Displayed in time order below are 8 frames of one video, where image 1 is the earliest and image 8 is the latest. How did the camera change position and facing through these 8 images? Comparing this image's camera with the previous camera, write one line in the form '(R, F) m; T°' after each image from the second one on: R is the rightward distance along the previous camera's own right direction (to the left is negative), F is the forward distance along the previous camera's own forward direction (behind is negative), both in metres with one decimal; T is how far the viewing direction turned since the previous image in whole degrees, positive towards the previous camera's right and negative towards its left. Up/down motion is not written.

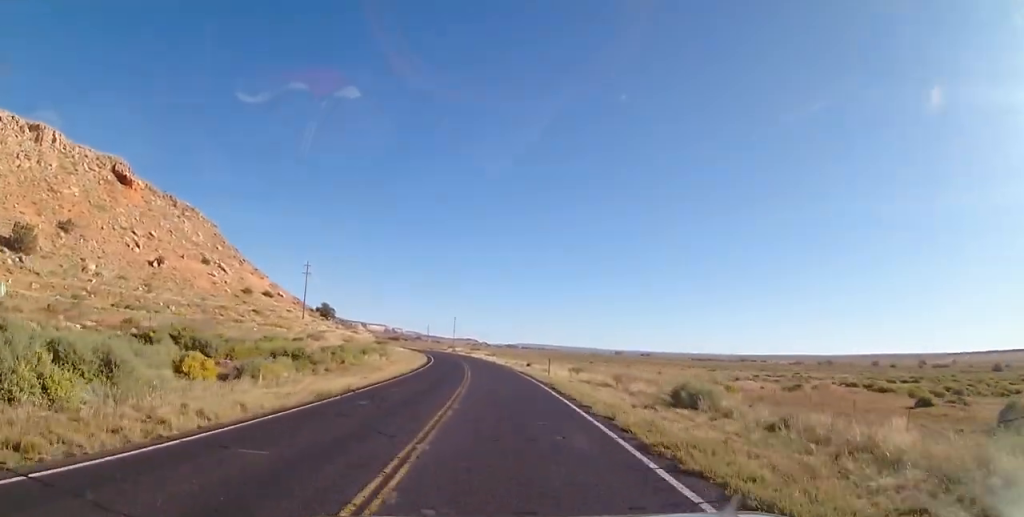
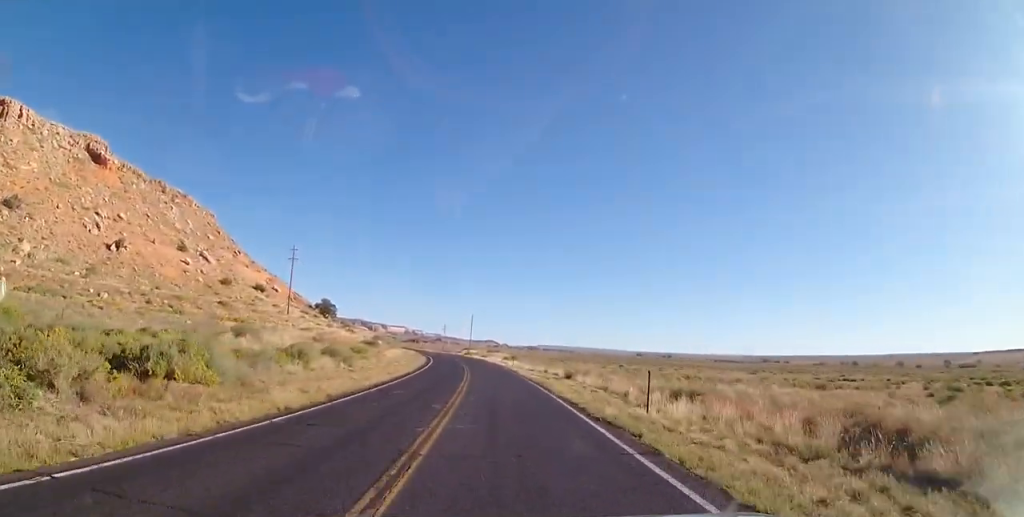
(0.0, +21.8) m; 0°
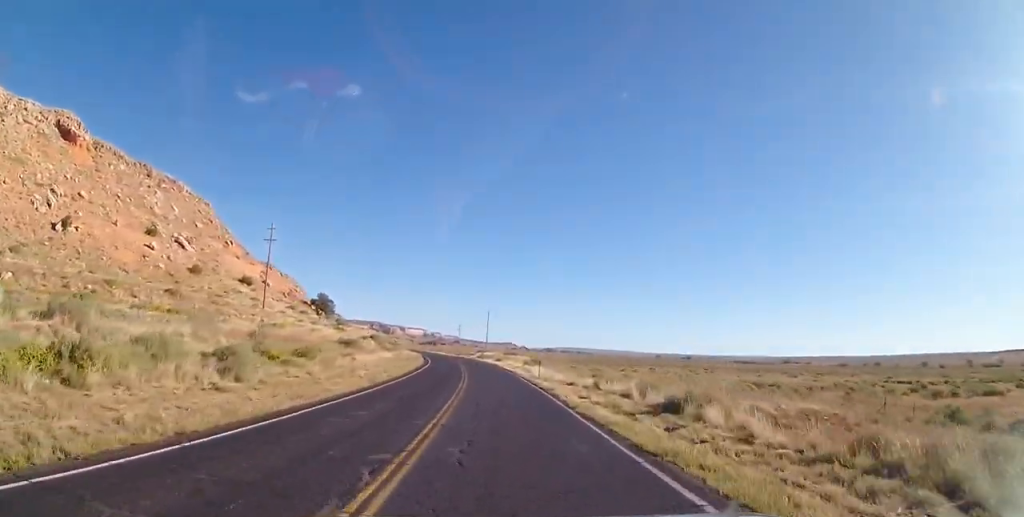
(0.0, +20.2) m; 0°
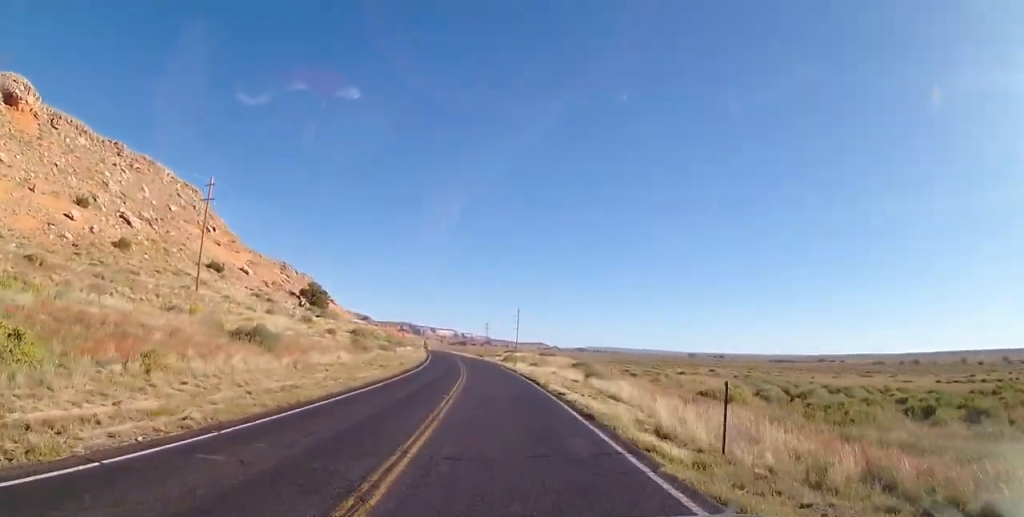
(0.0, +30.6) m; 0°
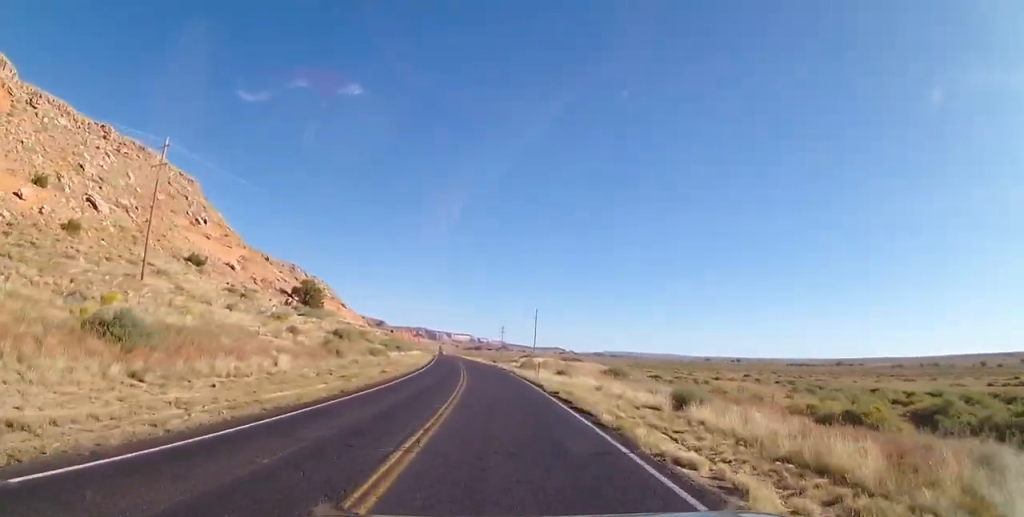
(0.0, +14.5) m; 0°
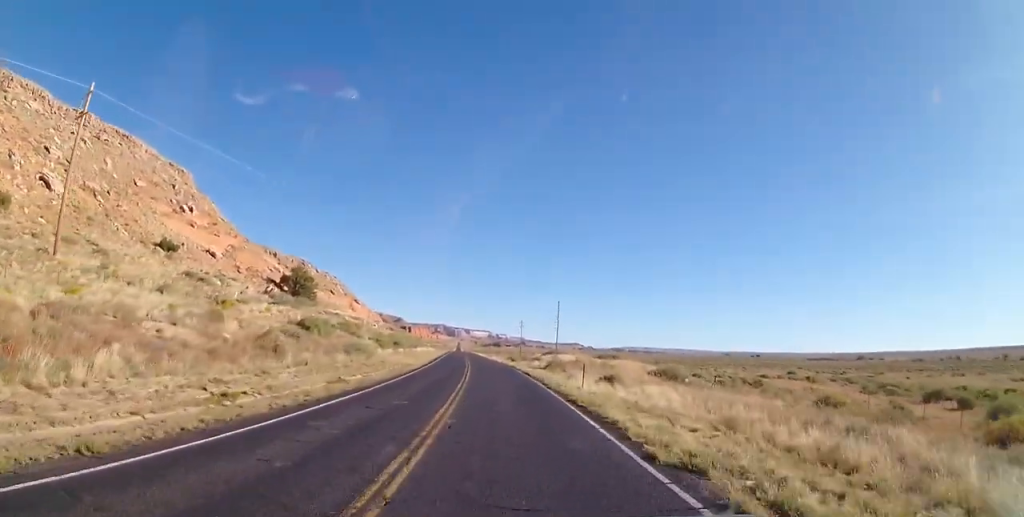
(0.0, +15.2) m; 0°
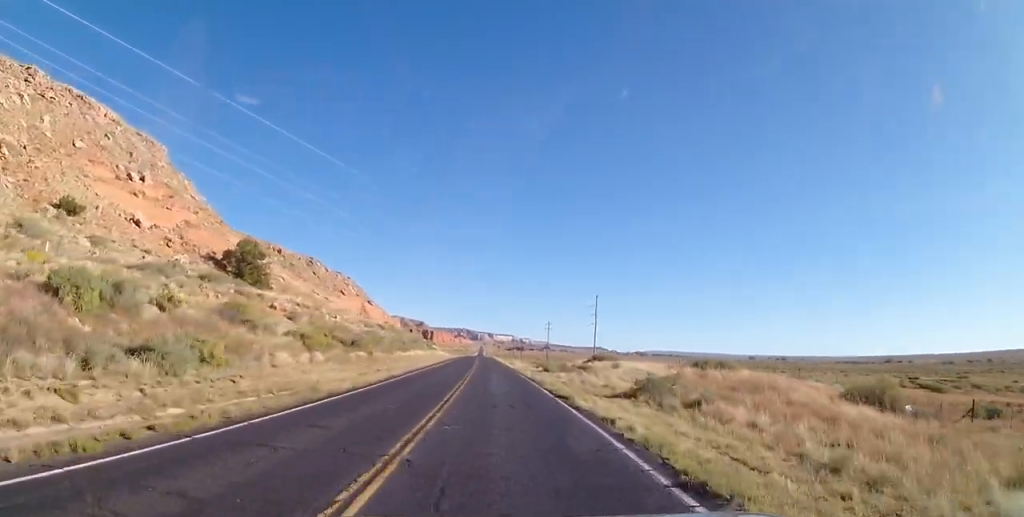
(0.0, +29.4) m; 0°
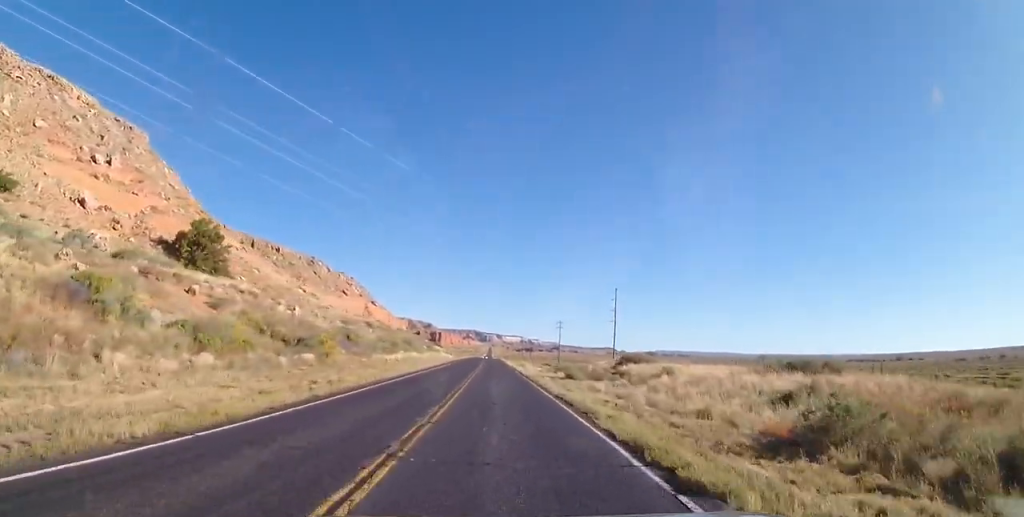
(0.0, +13.4) m; -3°
